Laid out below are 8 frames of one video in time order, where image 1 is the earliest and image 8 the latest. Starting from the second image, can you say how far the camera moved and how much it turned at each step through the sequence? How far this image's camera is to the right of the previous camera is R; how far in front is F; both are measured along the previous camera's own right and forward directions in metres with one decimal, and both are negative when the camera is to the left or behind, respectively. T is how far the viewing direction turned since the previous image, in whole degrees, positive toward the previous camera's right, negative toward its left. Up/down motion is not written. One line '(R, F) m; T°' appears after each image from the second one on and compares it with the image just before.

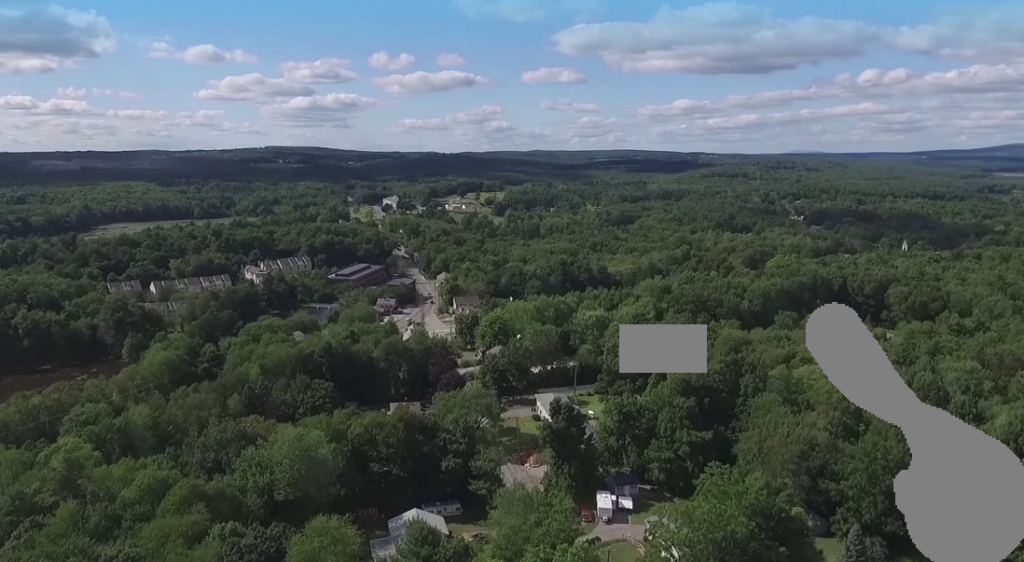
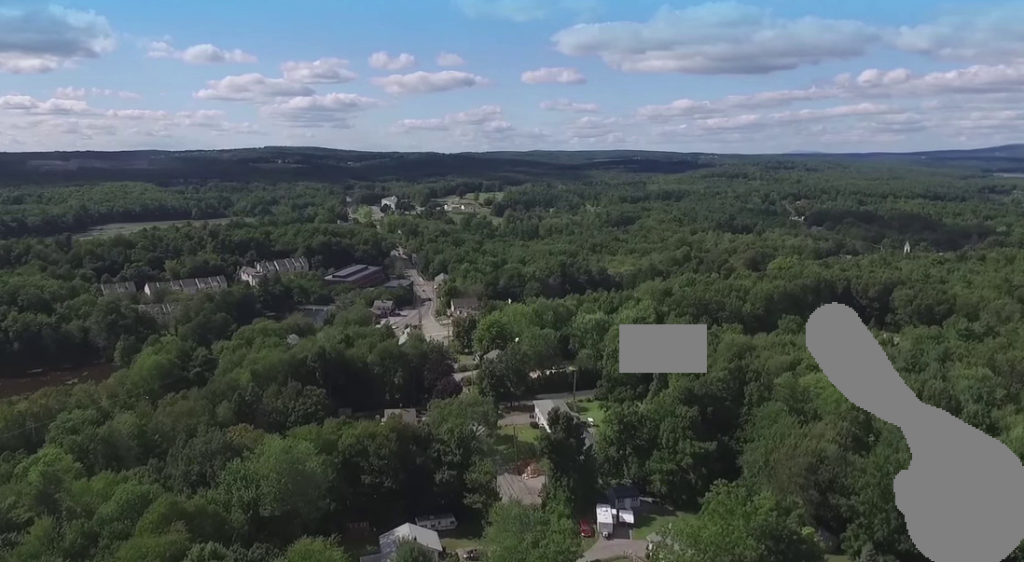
(0.0, +5.5) m; -1°
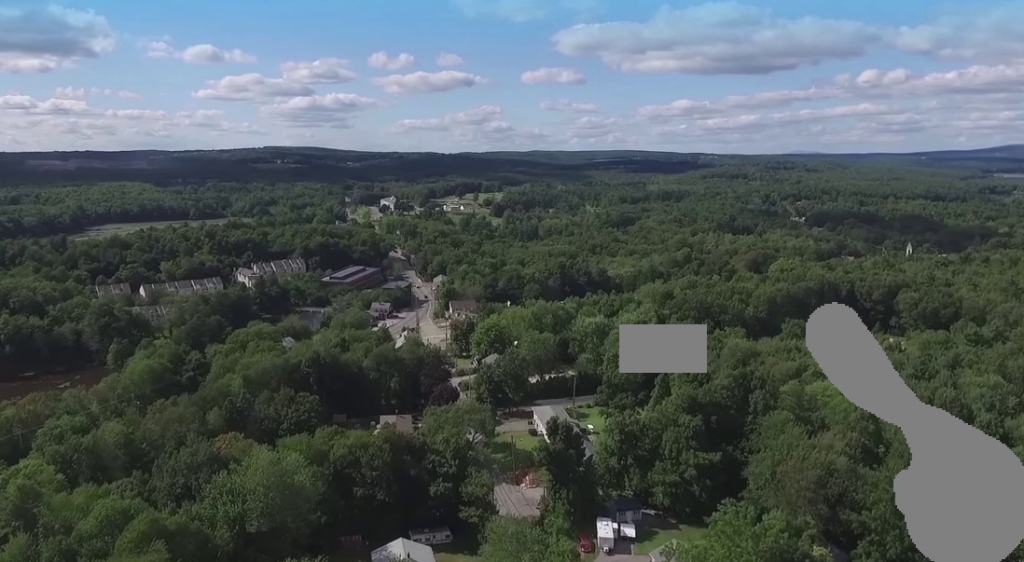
(0.0, +4.7) m; 0°
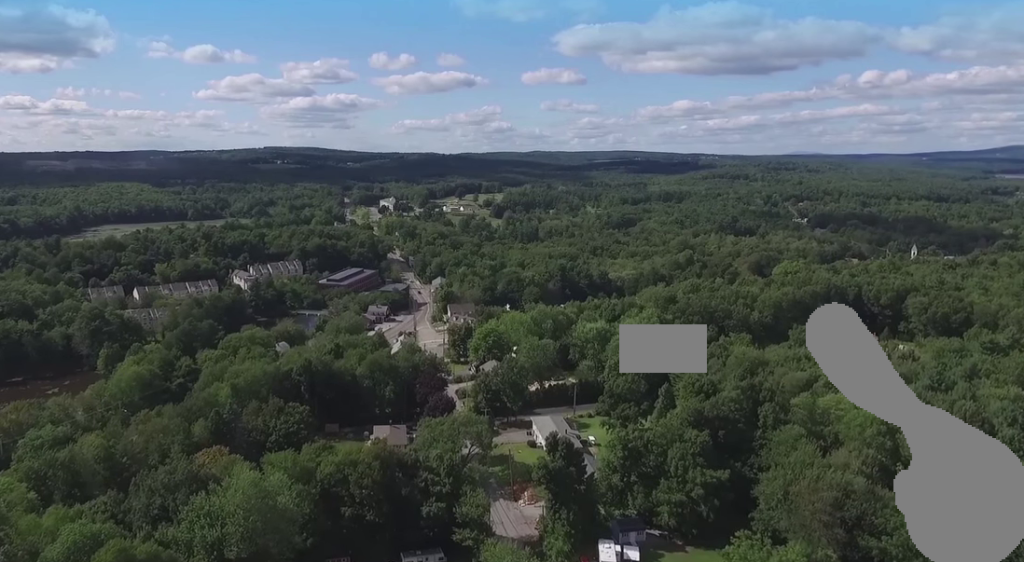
(0.0, +7.3) m; 0°
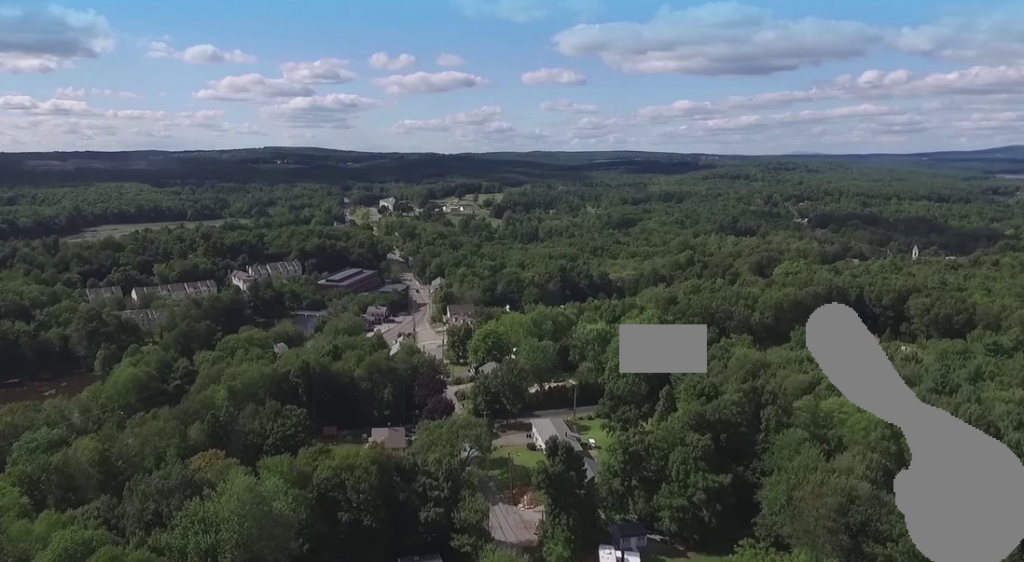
(0.0, +1.8) m; 0°
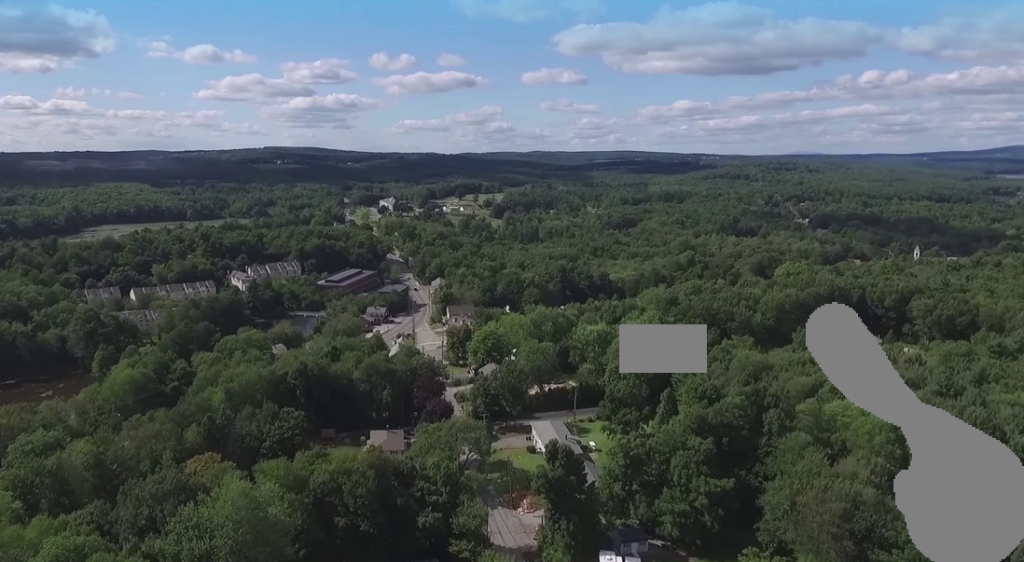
(0.0, +1.7) m; 0°
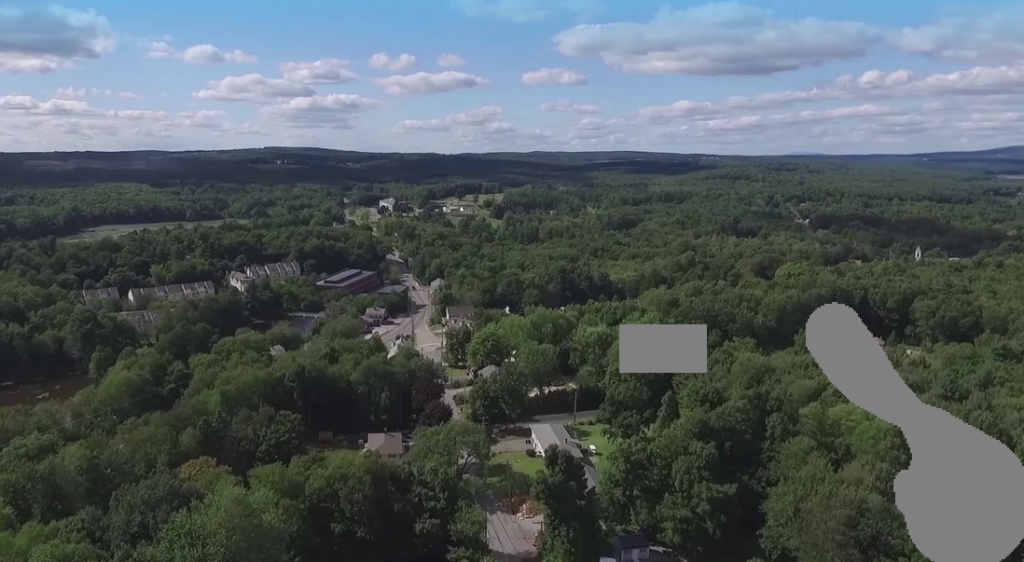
(0.0, +1.9) m; 0°
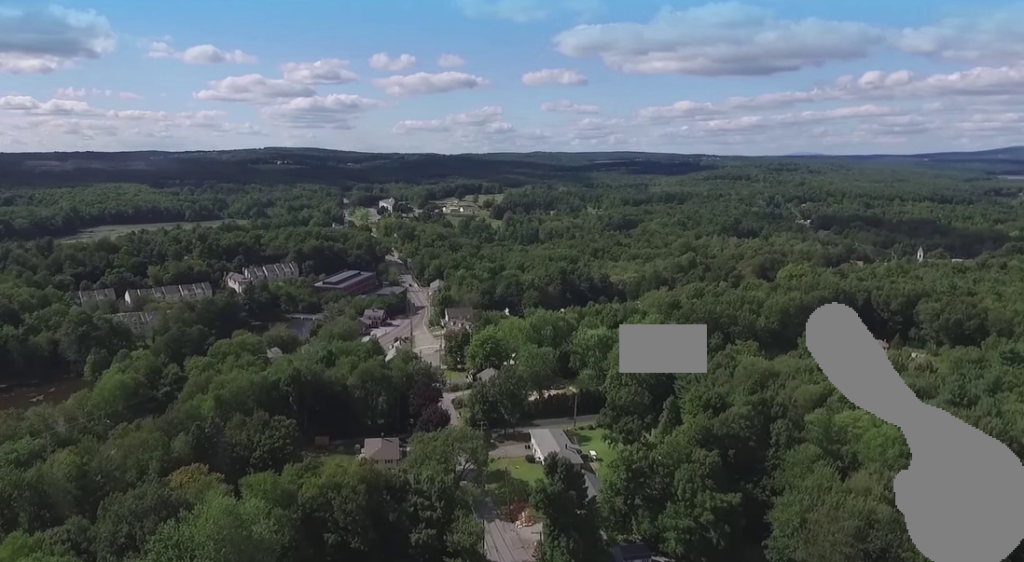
(0.0, +3.0) m; 0°
